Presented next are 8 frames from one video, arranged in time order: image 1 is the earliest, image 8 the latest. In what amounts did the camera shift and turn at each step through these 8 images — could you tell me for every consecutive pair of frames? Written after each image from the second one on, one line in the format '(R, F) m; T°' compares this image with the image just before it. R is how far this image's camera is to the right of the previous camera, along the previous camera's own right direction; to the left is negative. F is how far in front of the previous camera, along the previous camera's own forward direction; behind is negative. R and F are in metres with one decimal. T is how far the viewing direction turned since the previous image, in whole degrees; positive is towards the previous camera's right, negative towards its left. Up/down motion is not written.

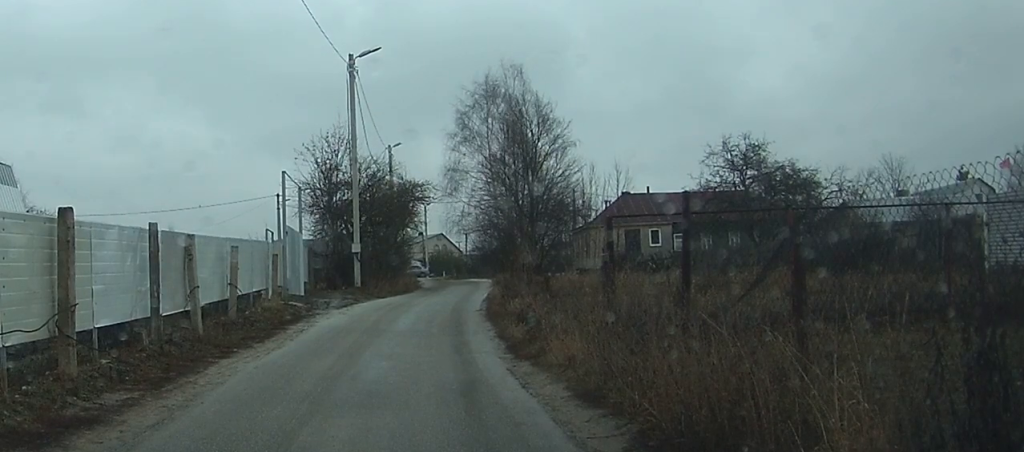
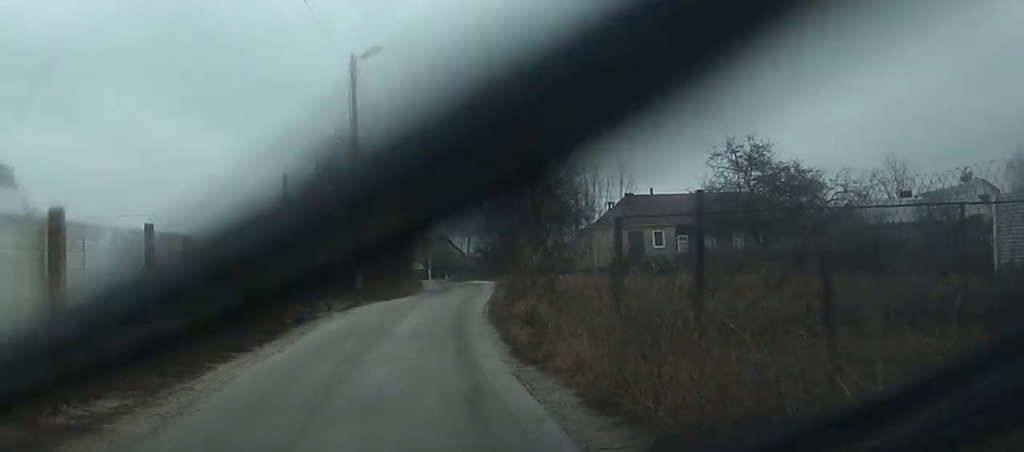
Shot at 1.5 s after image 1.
(0.0, 0.0) m; 0°
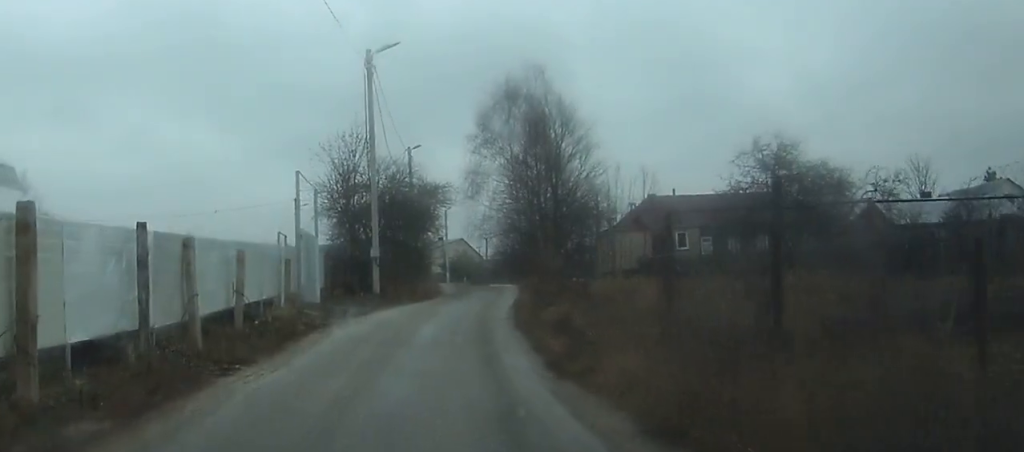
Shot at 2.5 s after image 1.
(0.0, 0.0) m; 0°
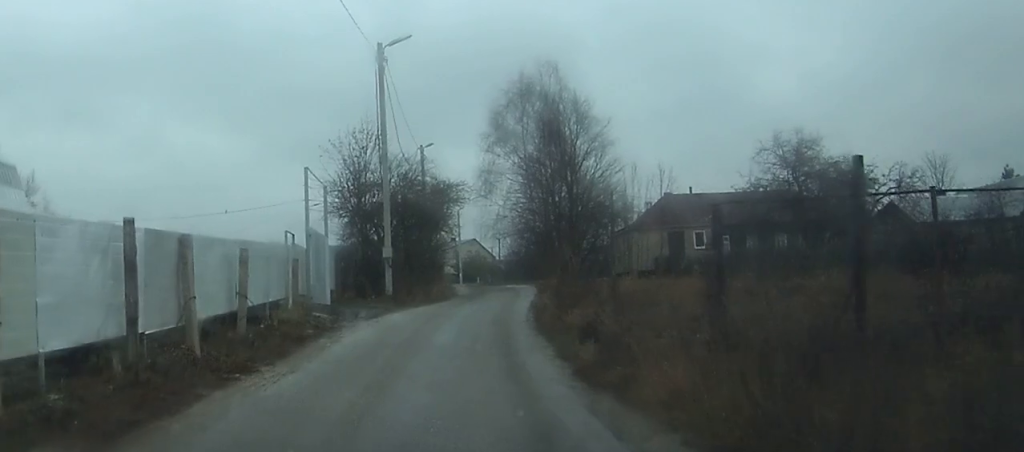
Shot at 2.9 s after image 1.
(0.0, 0.0) m; 0°
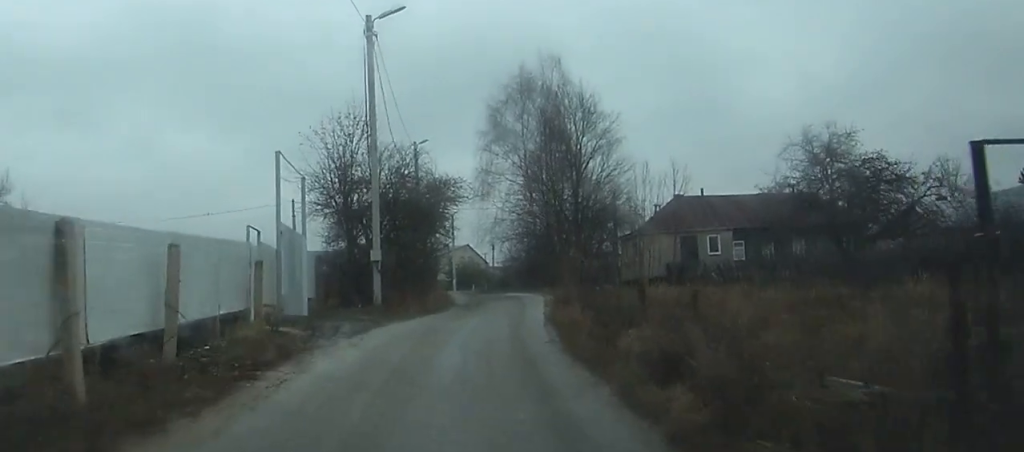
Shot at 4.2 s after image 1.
(0.0, +1.6) m; 0°
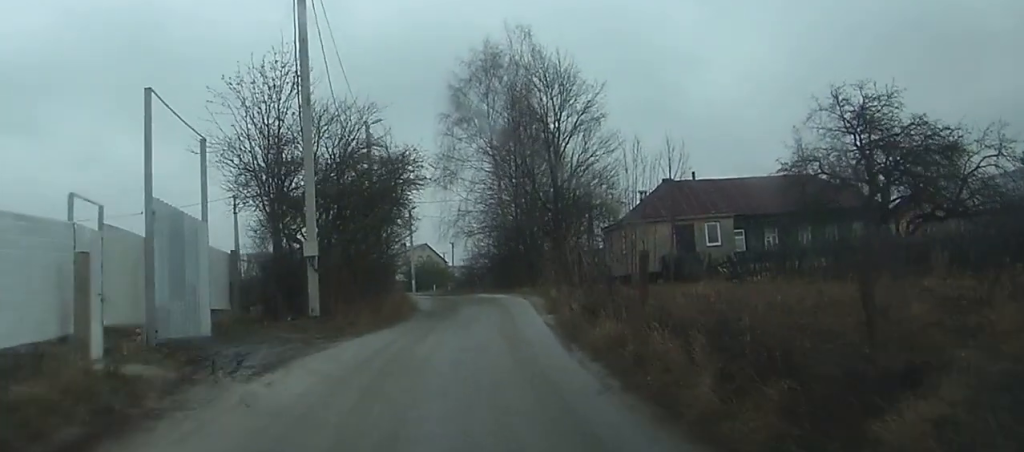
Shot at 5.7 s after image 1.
(-0.2, +4.7) m; -4°
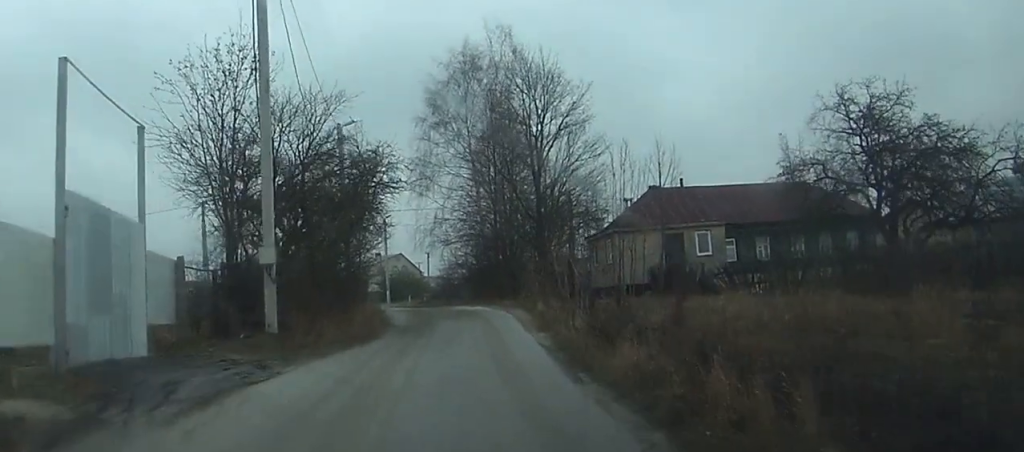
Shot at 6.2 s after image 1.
(0.0, +1.8) m; -1°
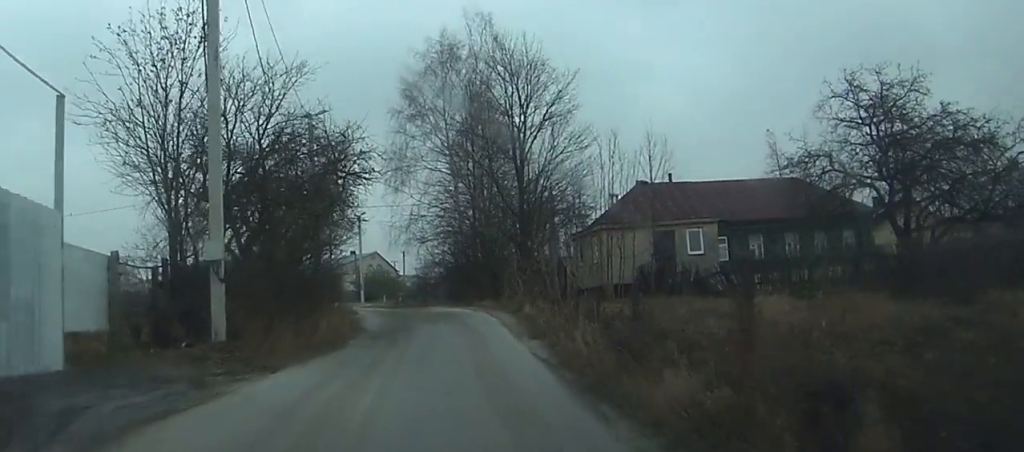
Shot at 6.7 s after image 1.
(0.0, +2.3) m; -1°
